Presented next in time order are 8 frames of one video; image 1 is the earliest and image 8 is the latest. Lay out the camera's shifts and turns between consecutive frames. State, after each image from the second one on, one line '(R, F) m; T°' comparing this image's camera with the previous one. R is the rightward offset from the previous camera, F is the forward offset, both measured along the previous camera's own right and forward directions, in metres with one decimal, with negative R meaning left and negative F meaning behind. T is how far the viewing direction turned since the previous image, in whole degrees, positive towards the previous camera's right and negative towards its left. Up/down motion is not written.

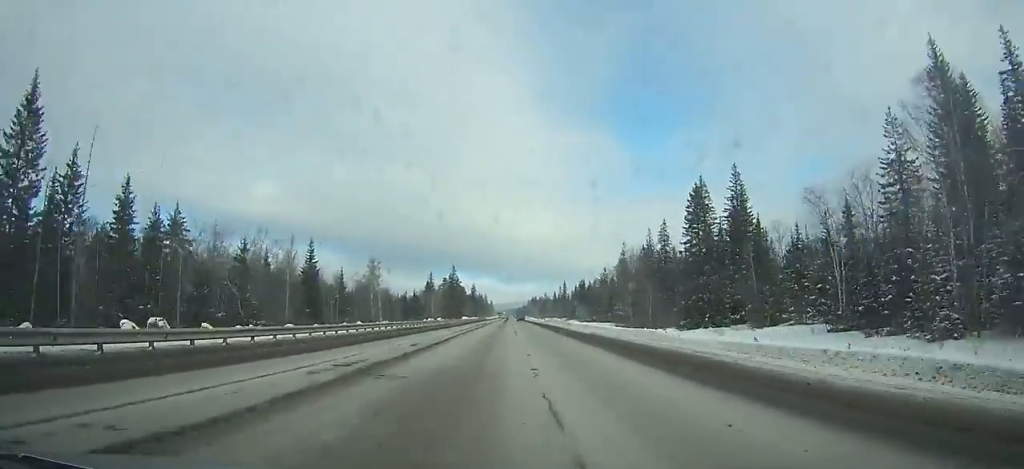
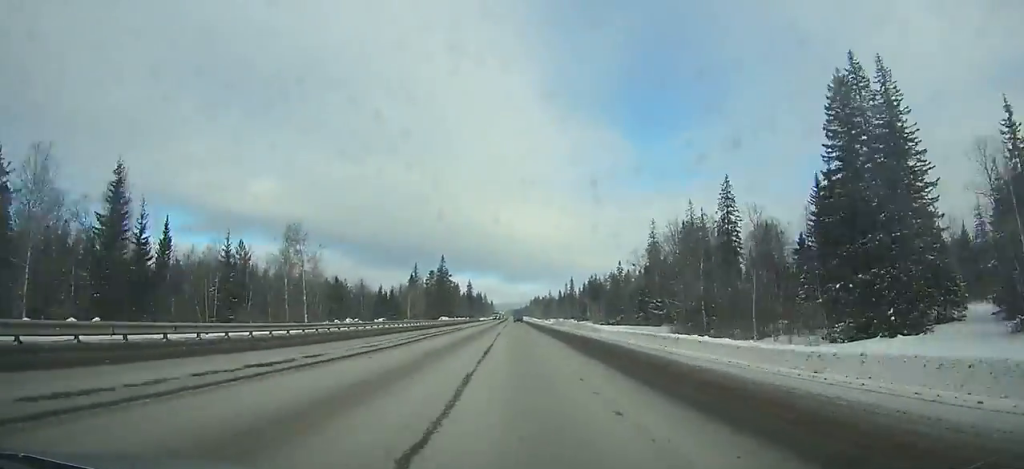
(0.0, +41.9) m; 0°
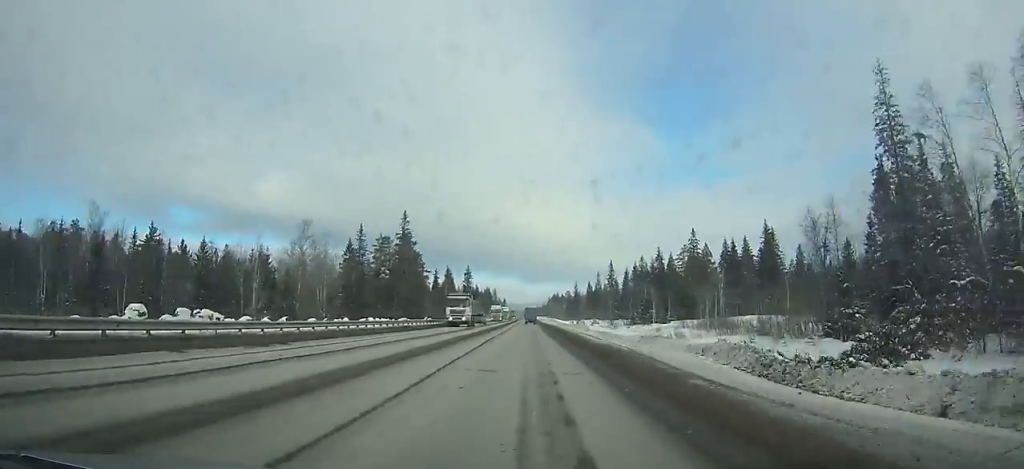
(-1.0, +94.0) m; -1°
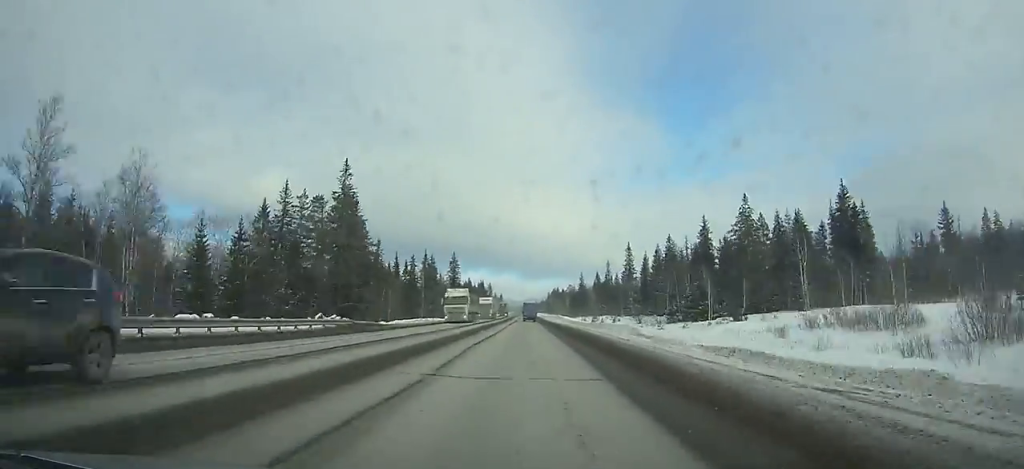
(0.0, +43.9) m; 0°
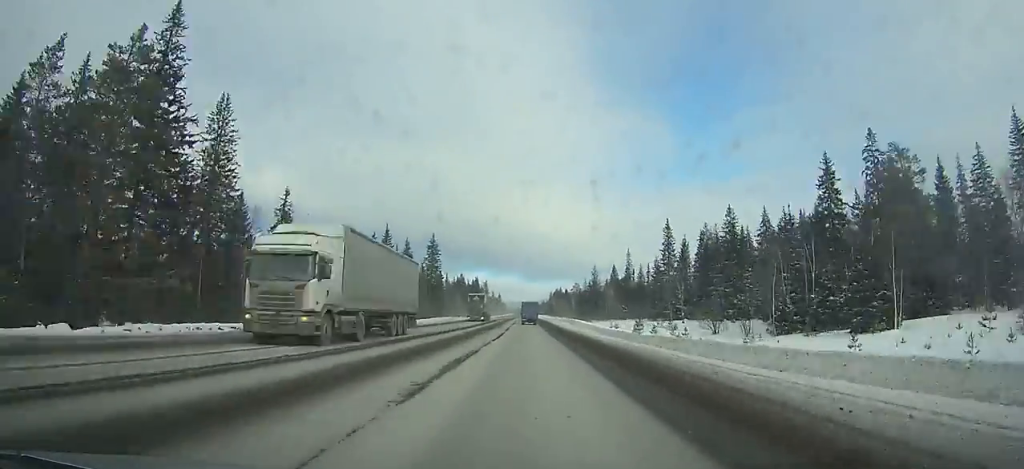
(0.0, +49.5) m; 0°
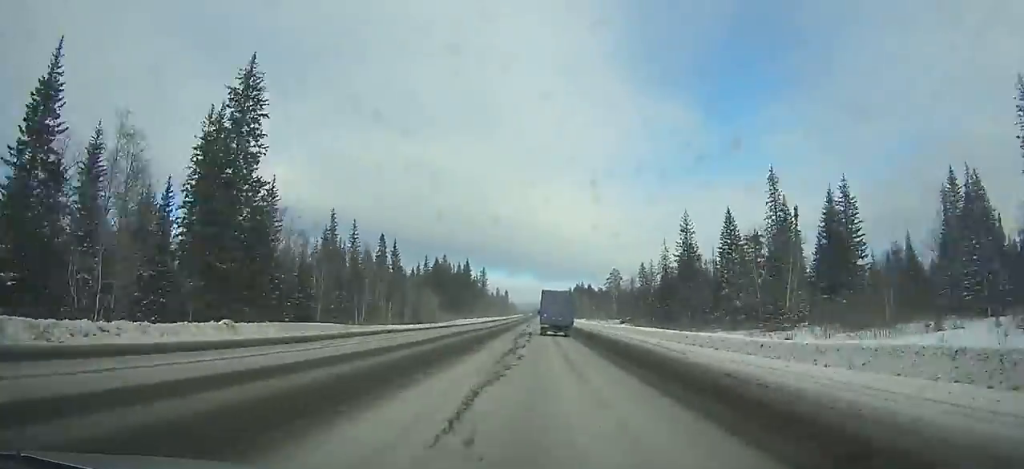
(-0.7, +117.0) m; -1°
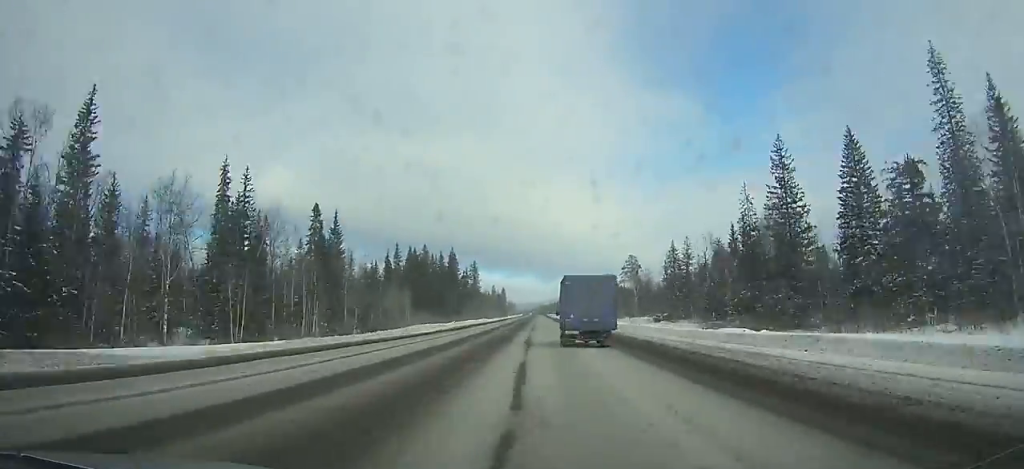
(-0.3, +41.9) m; 0°
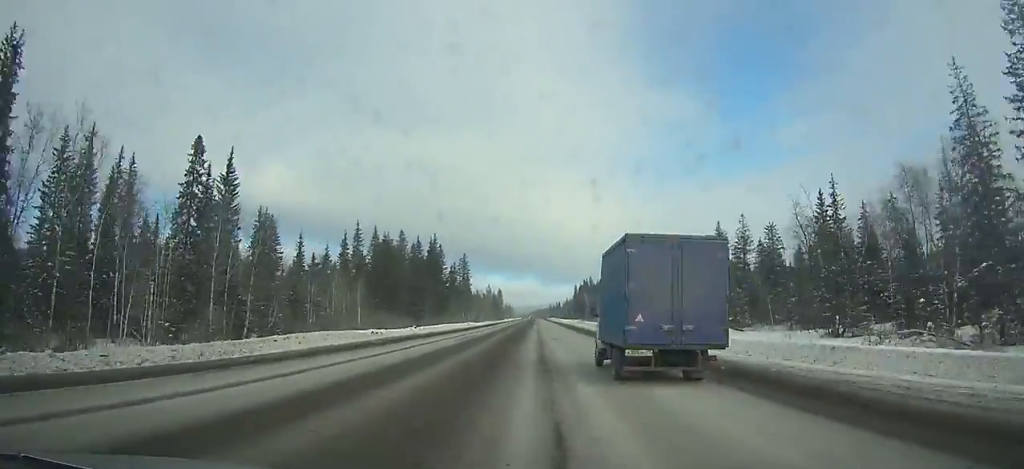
(+0.1, +36.4) m; 0°
